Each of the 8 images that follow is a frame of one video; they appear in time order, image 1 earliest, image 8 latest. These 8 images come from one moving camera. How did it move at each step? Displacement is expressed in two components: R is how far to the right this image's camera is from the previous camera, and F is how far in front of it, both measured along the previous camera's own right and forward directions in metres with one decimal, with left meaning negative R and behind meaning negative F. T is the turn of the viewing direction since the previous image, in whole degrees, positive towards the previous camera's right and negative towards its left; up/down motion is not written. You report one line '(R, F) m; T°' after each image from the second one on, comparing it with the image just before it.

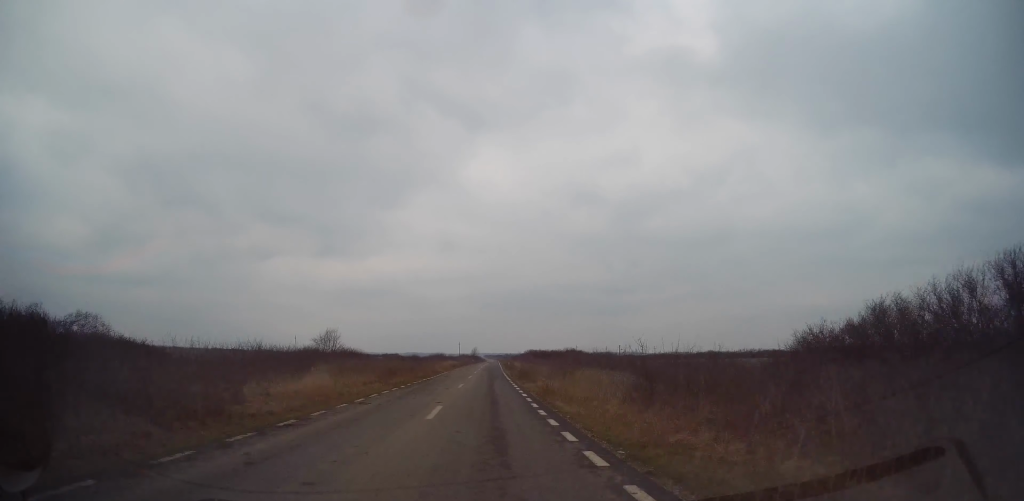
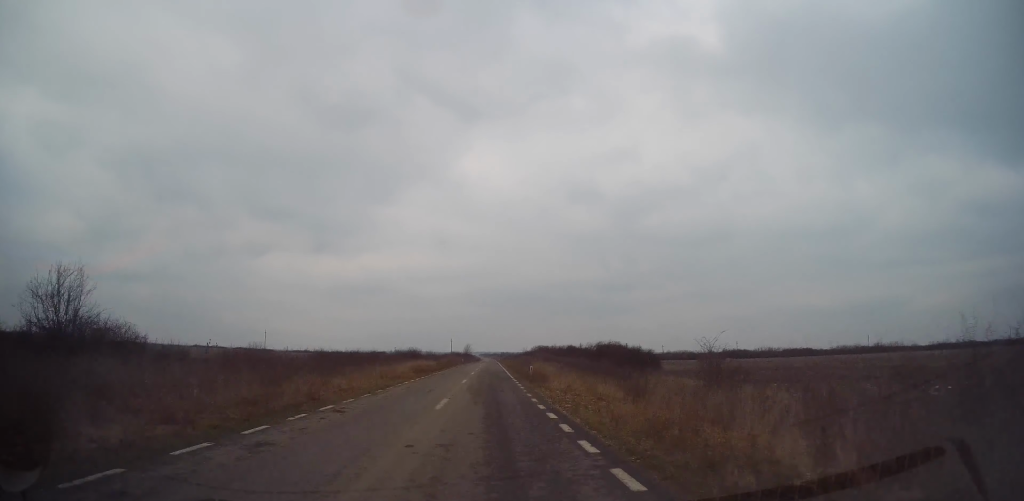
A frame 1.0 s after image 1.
(-0.1, +34.6) m; 0°
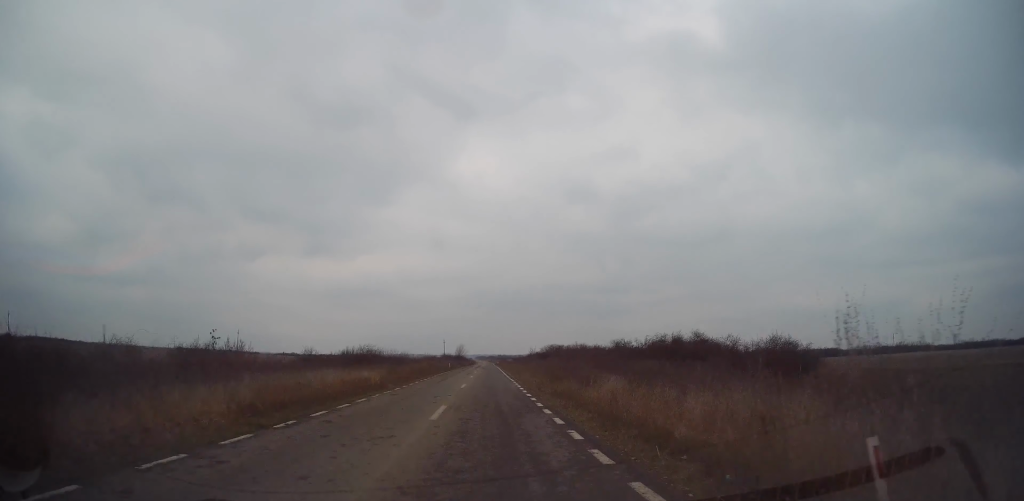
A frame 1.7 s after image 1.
(0.0, +25.0) m; 0°
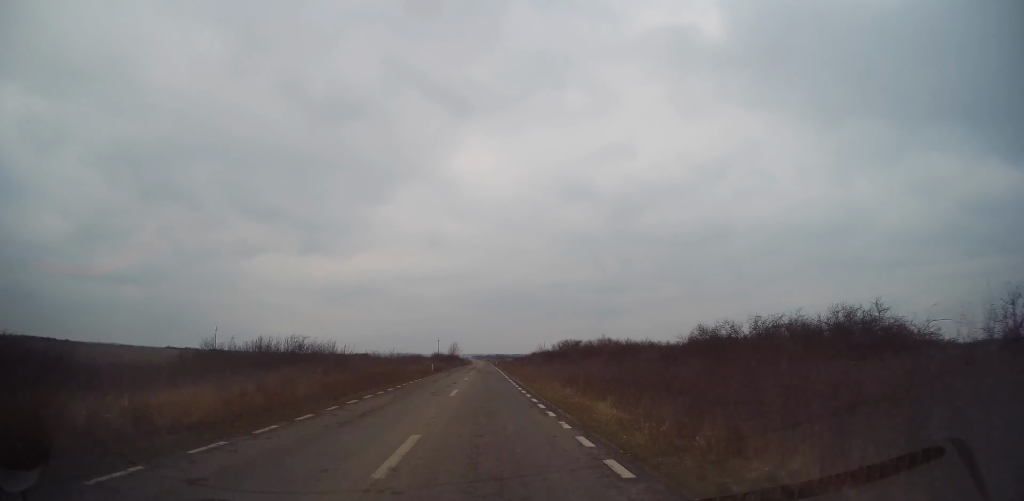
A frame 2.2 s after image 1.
(0.0, +17.0) m; 0°
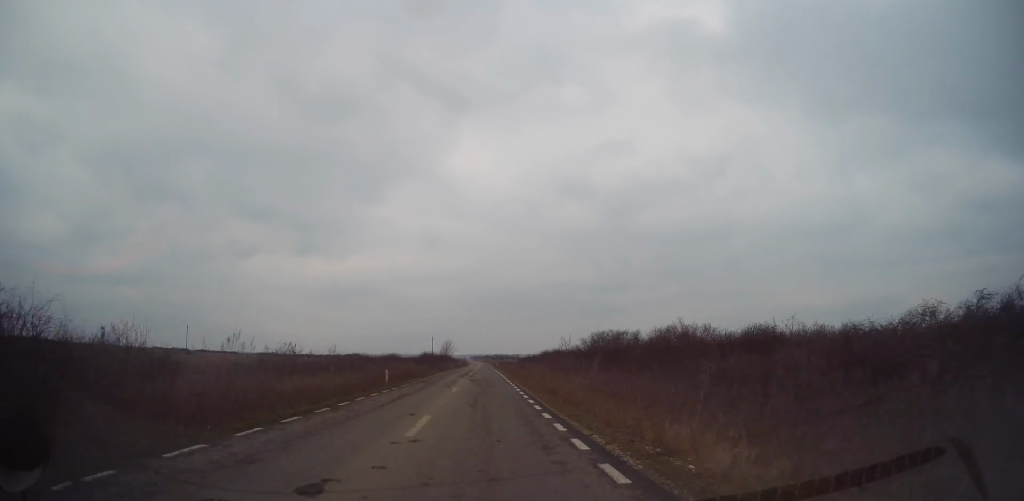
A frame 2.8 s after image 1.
(0.0, +20.4) m; +1°
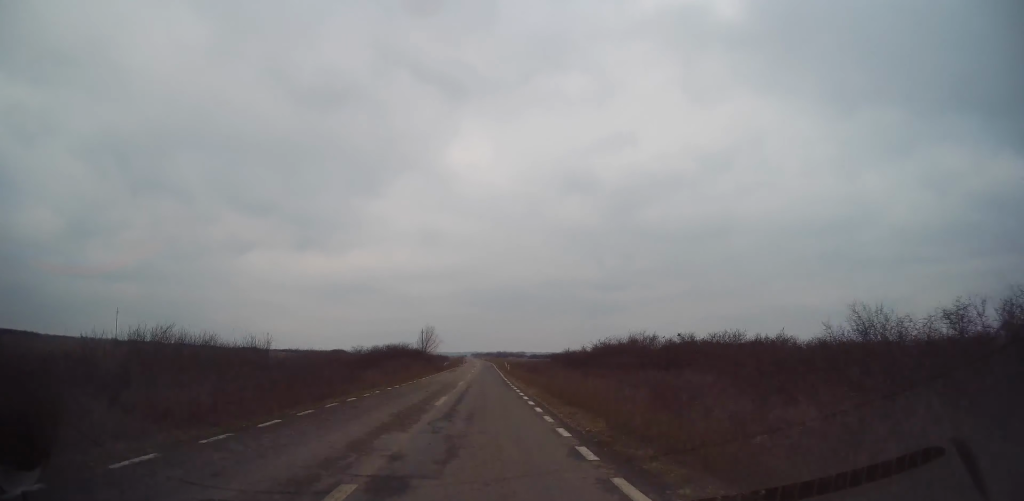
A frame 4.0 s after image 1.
(+0.6, +41.0) m; +1°
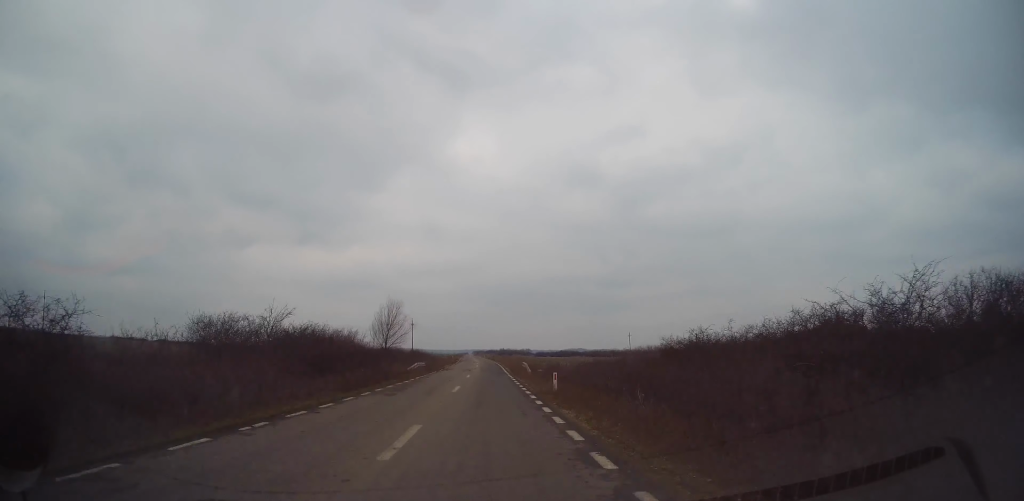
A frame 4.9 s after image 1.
(0.0, +31.0) m; -1°
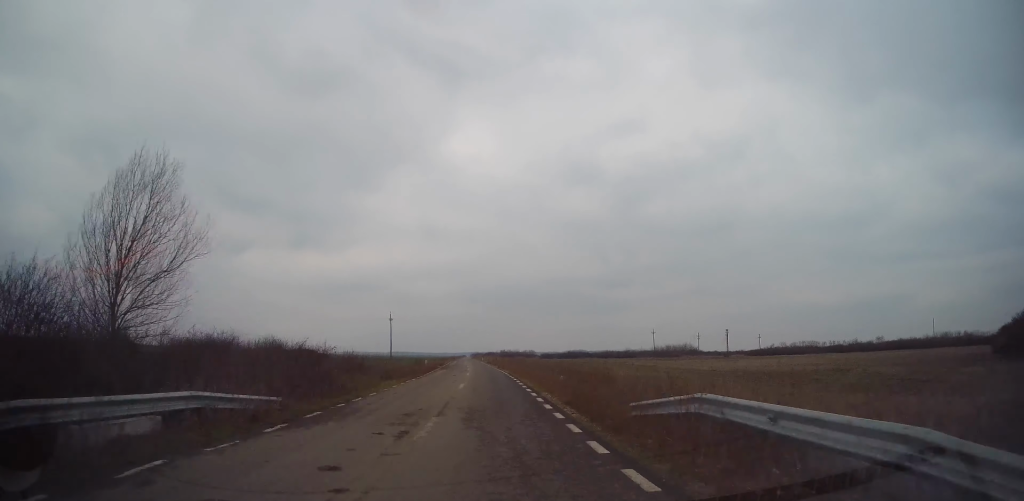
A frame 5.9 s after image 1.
(-0.6, +33.5) m; -1°
